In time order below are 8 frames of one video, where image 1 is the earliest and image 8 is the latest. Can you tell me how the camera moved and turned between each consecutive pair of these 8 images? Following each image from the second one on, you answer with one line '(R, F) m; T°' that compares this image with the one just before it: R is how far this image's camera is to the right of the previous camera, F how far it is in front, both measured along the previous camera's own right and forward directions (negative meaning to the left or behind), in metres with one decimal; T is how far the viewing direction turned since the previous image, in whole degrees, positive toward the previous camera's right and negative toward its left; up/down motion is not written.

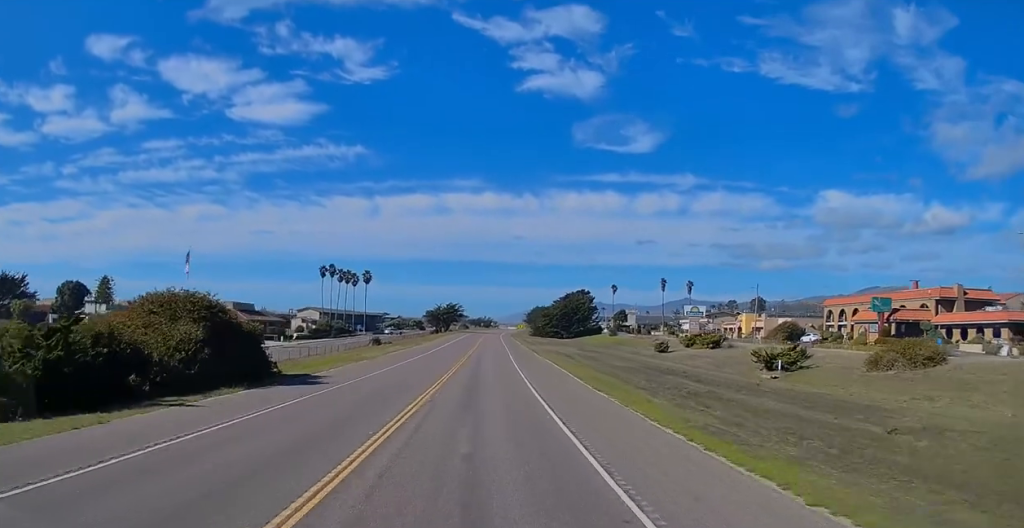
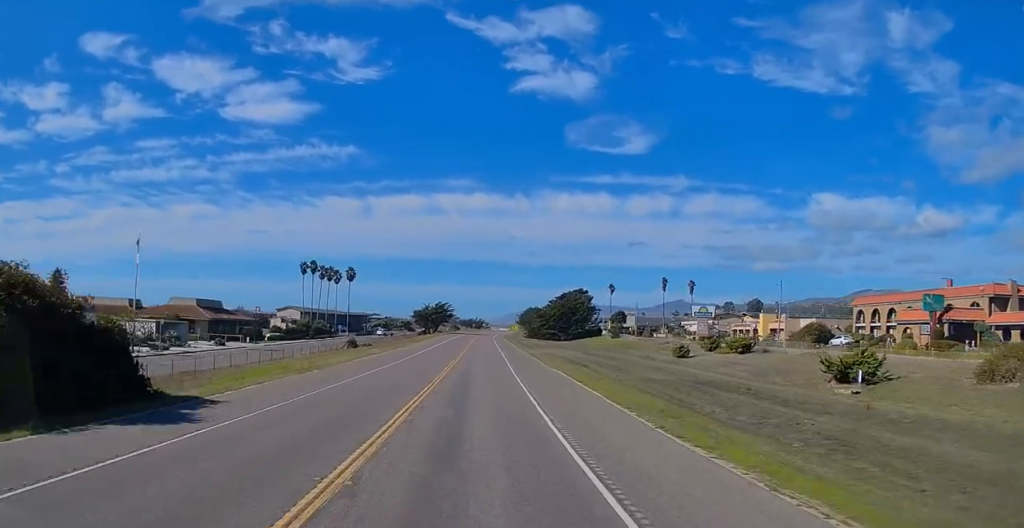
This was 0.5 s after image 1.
(+0.1, +11.7) m; 0°
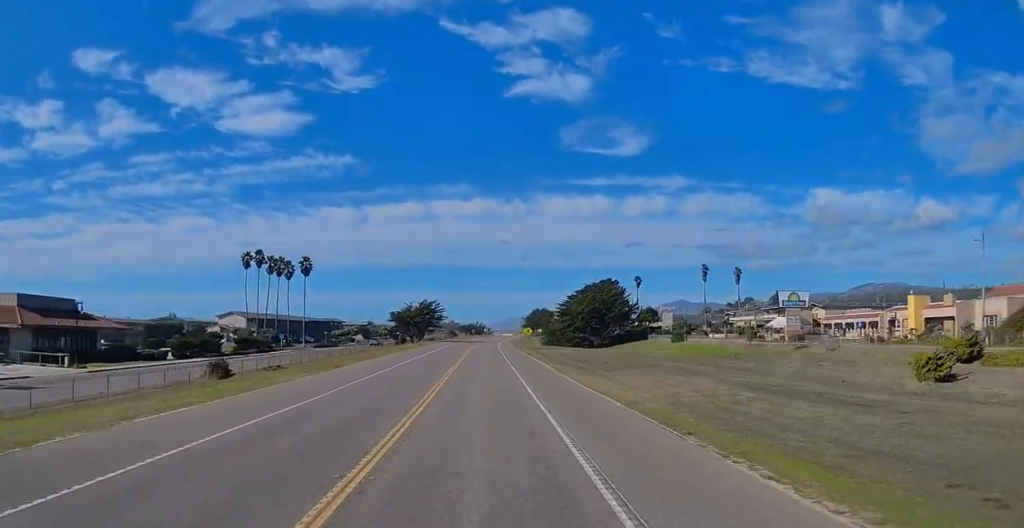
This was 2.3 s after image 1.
(0.0, +45.1) m; 0°
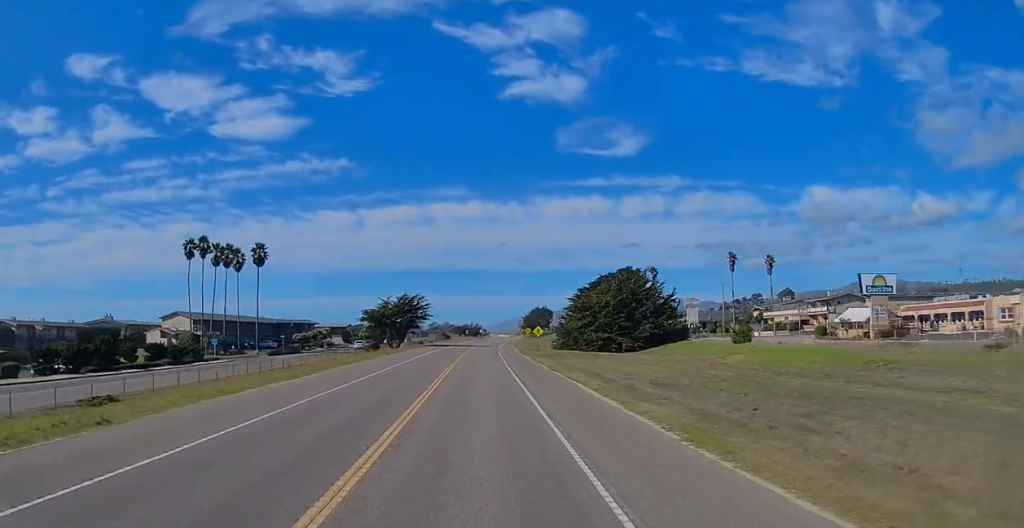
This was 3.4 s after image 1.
(+0.1, +25.2) m; +1°
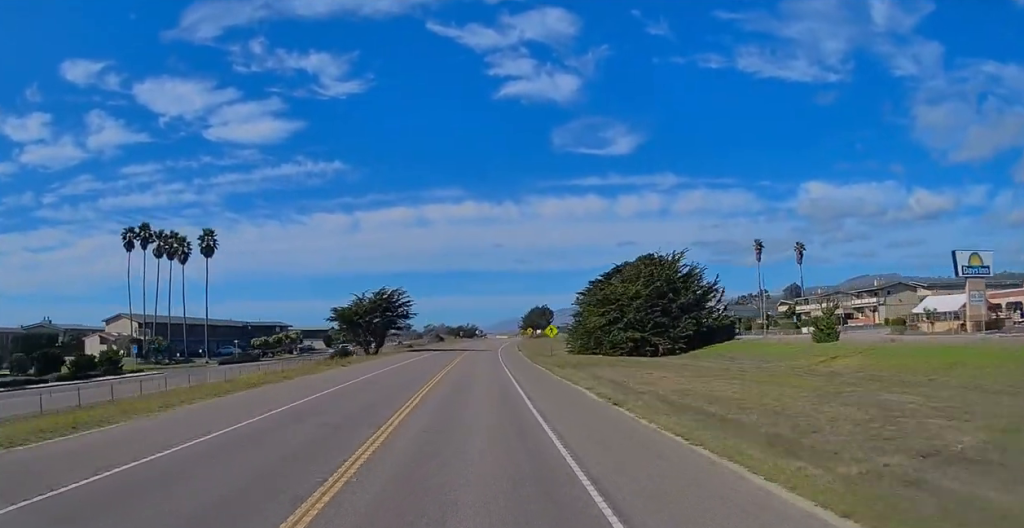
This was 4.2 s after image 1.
(+0.3, +18.0) m; +1°
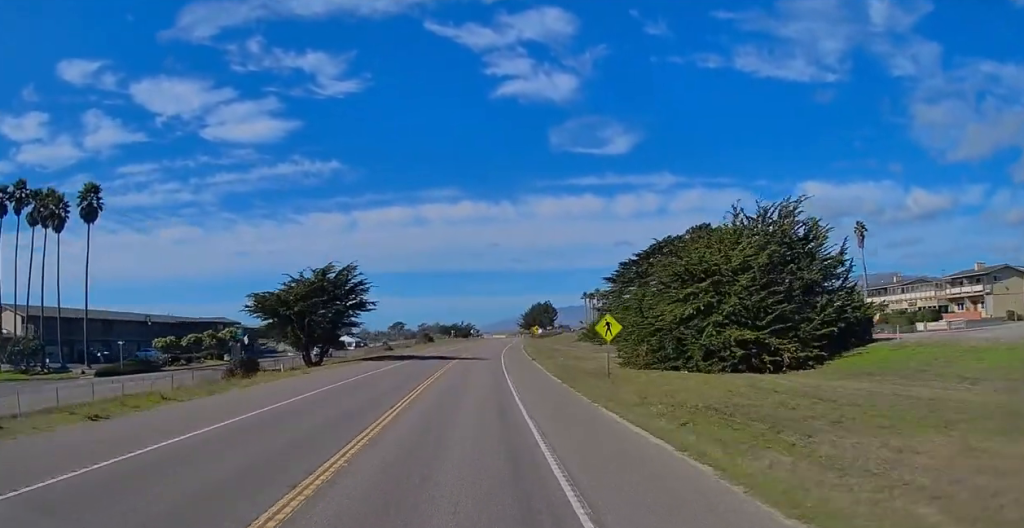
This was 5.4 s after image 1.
(+0.1, +27.4) m; 0°
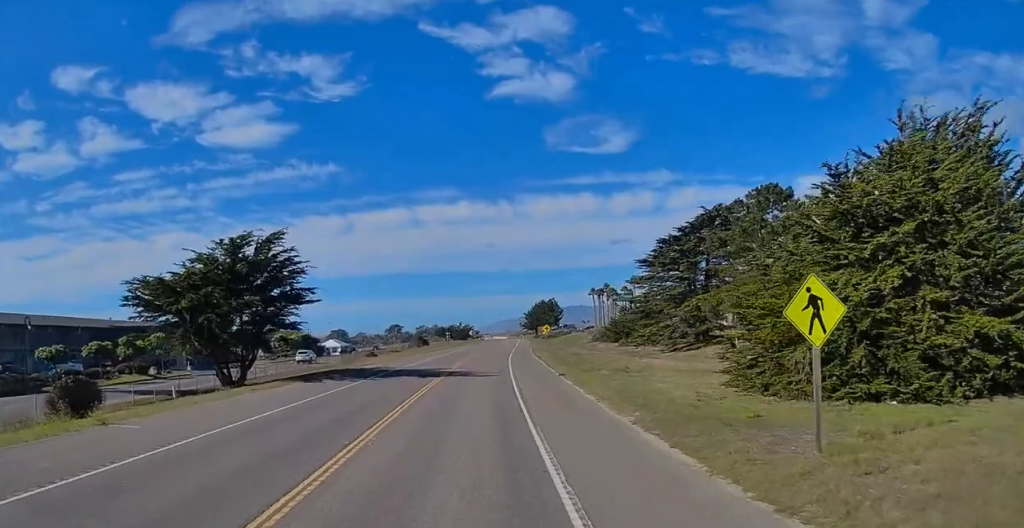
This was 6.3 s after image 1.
(-0.1, +19.6) m; 0°
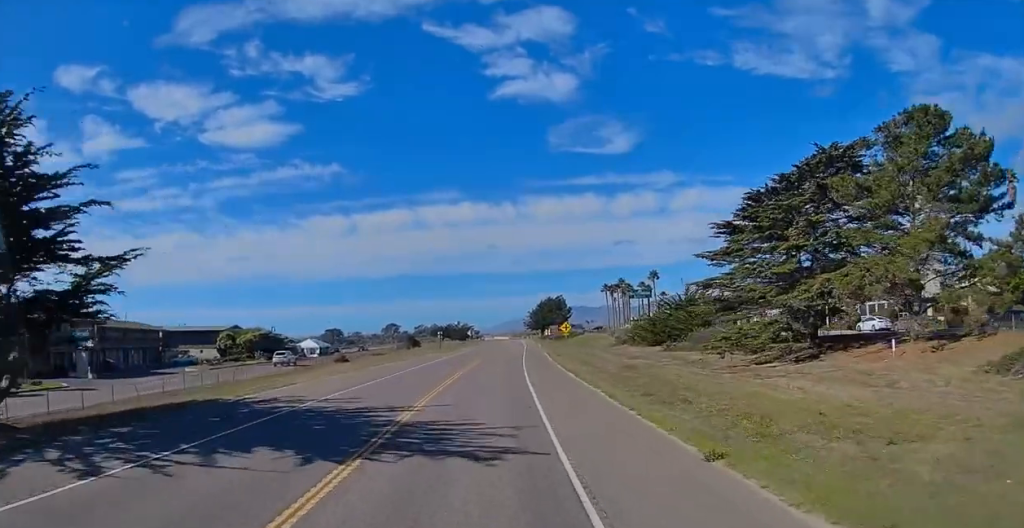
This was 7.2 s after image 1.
(-0.1, +22.8) m; 0°
